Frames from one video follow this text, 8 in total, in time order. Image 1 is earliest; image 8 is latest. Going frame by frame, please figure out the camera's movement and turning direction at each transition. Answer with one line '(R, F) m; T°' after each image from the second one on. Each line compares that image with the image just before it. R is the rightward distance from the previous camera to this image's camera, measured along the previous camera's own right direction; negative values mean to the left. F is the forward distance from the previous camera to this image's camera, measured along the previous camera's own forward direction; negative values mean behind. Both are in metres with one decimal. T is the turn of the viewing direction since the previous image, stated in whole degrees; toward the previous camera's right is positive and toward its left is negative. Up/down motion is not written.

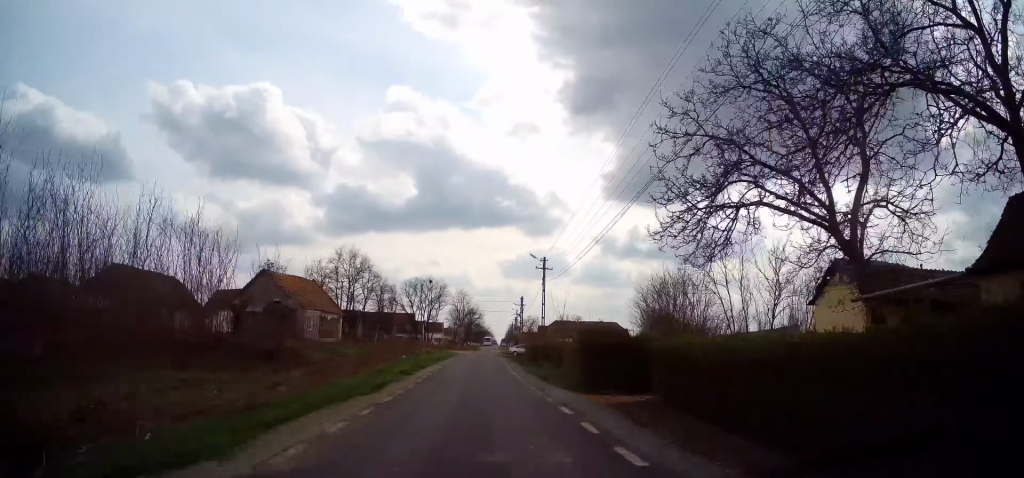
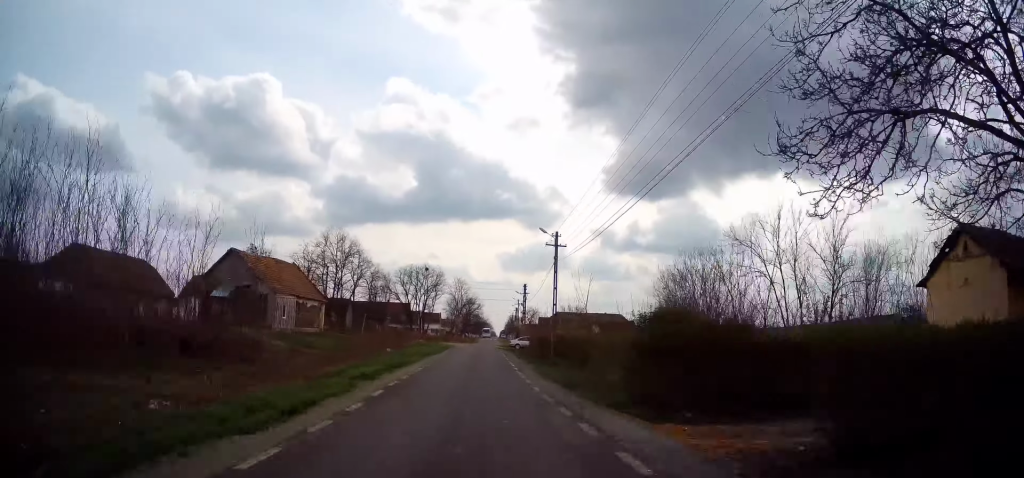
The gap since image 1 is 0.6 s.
(0.0, +7.1) m; 0°
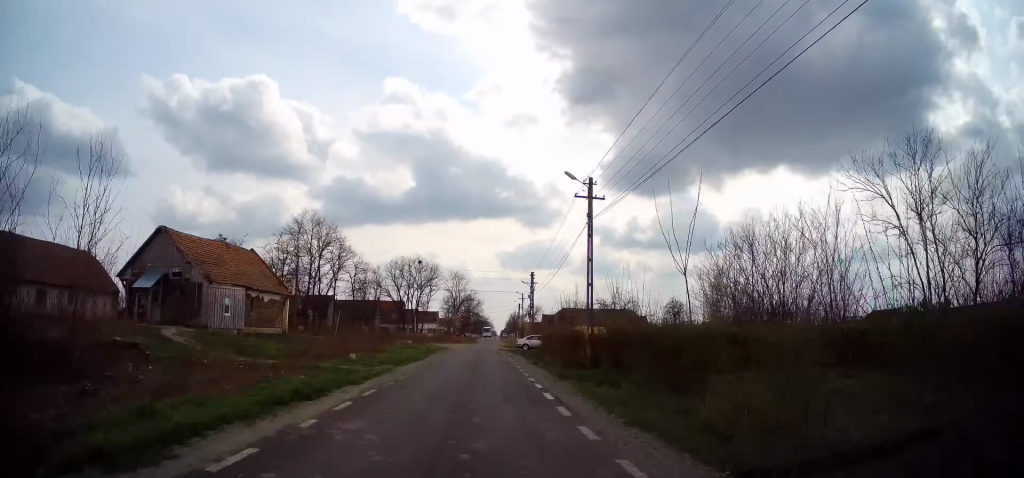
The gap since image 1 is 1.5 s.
(0.0, +11.2) m; 0°
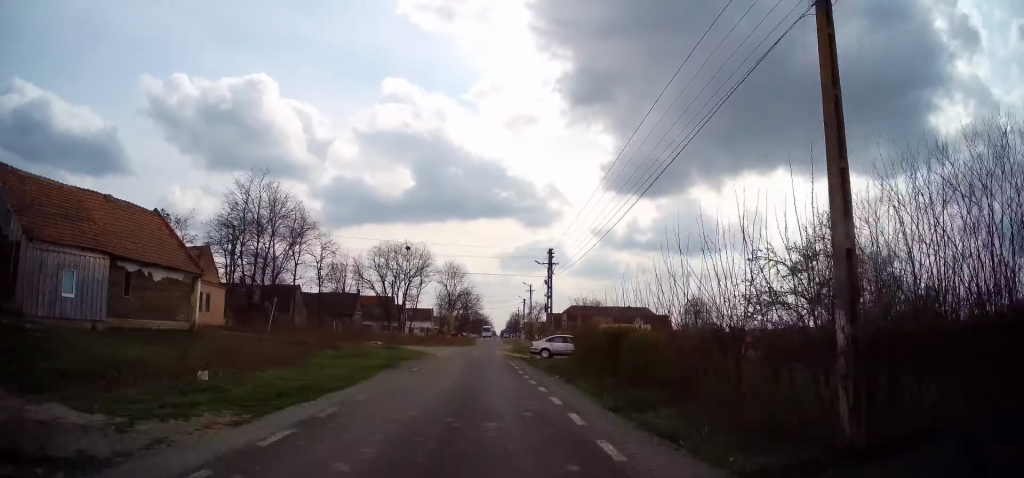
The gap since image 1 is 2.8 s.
(0.0, +16.2) m; 0°
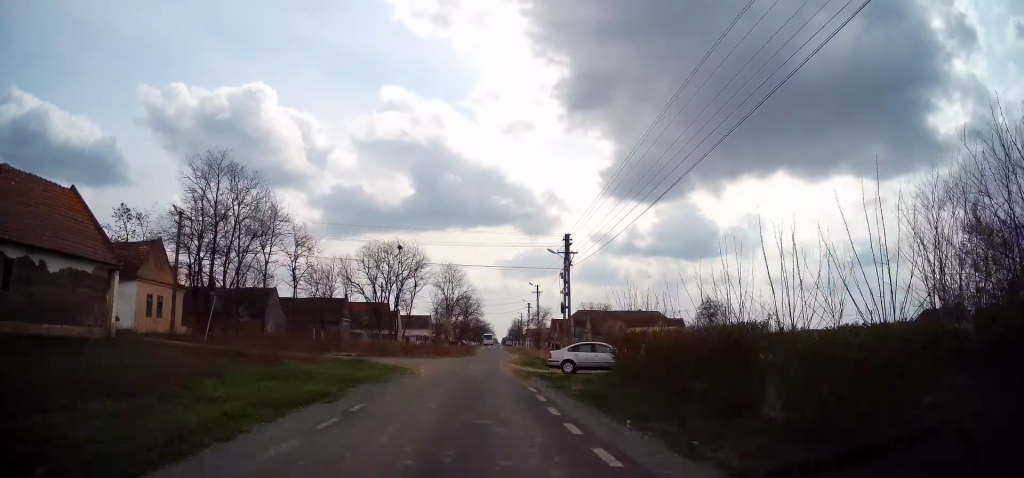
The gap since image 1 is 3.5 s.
(0.0, +8.5) m; 0°
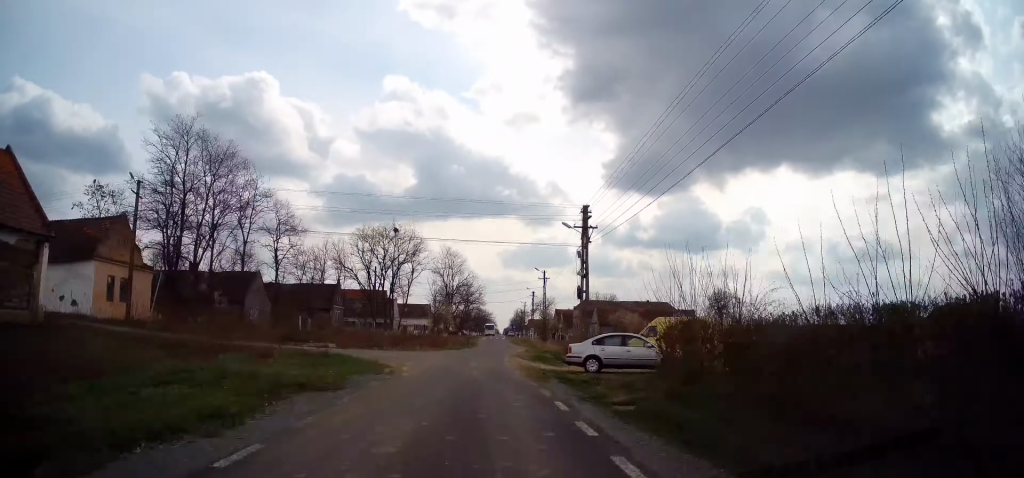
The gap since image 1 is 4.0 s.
(0.0, +5.1) m; 0°
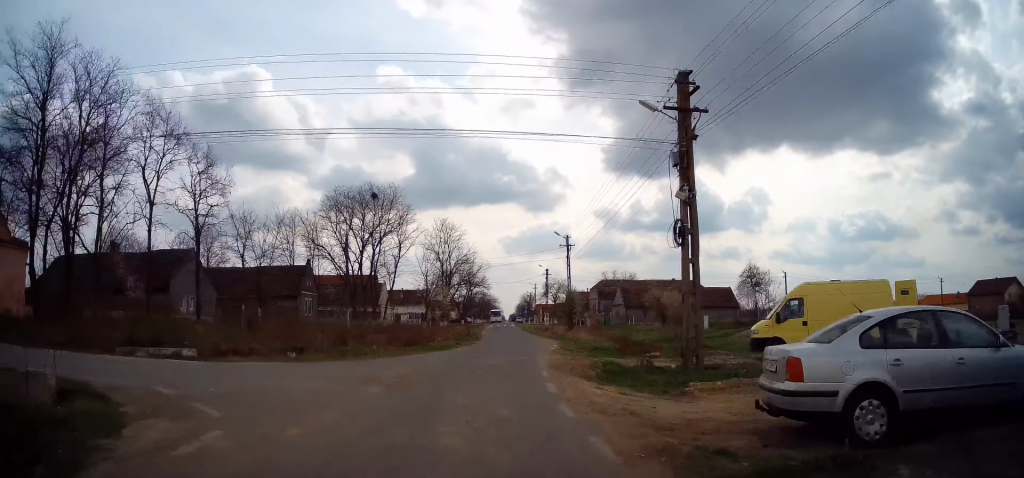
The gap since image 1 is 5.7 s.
(0.0, +15.0) m; 0°
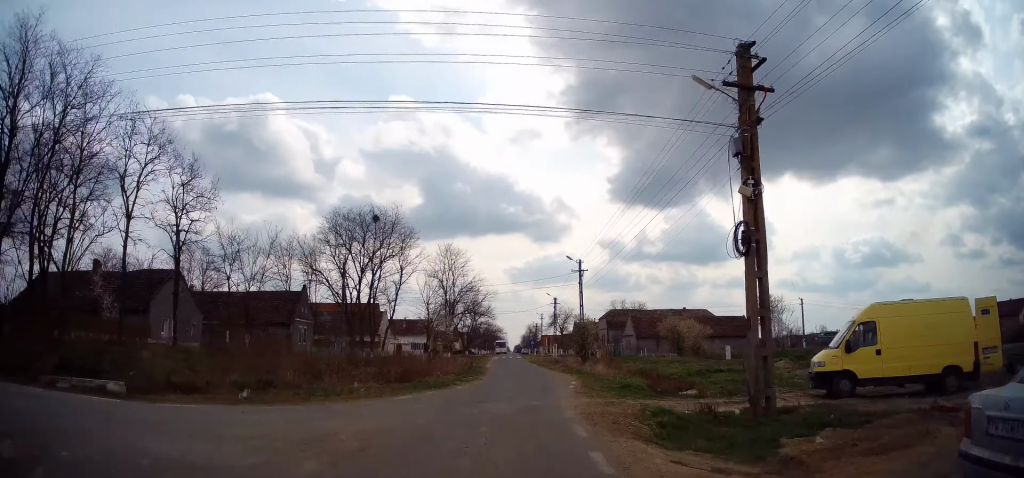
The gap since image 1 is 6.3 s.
(0.0, +4.6) m; 0°
